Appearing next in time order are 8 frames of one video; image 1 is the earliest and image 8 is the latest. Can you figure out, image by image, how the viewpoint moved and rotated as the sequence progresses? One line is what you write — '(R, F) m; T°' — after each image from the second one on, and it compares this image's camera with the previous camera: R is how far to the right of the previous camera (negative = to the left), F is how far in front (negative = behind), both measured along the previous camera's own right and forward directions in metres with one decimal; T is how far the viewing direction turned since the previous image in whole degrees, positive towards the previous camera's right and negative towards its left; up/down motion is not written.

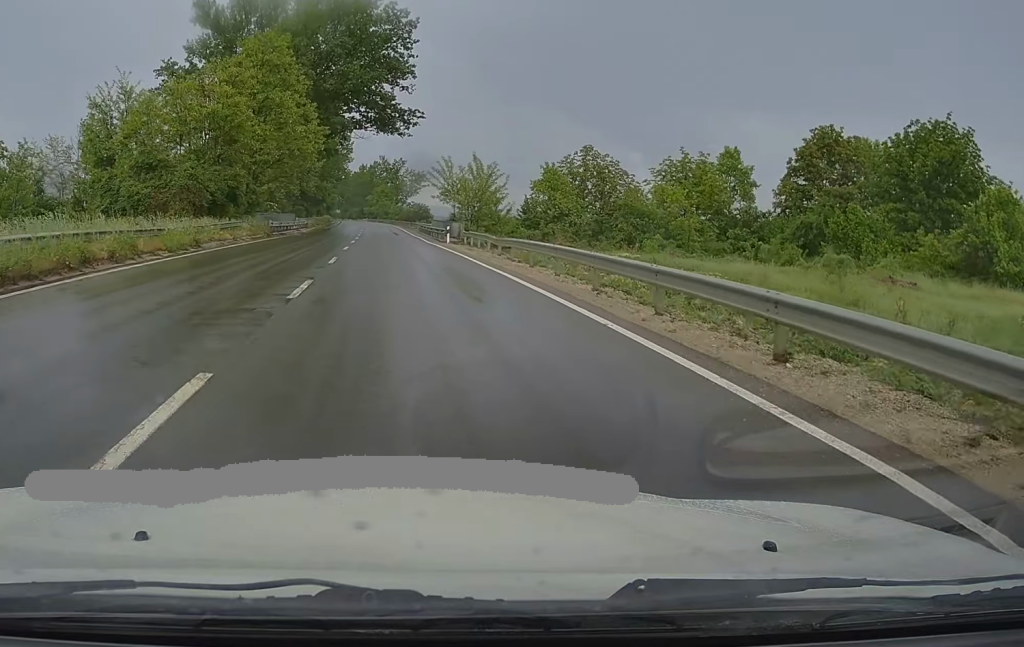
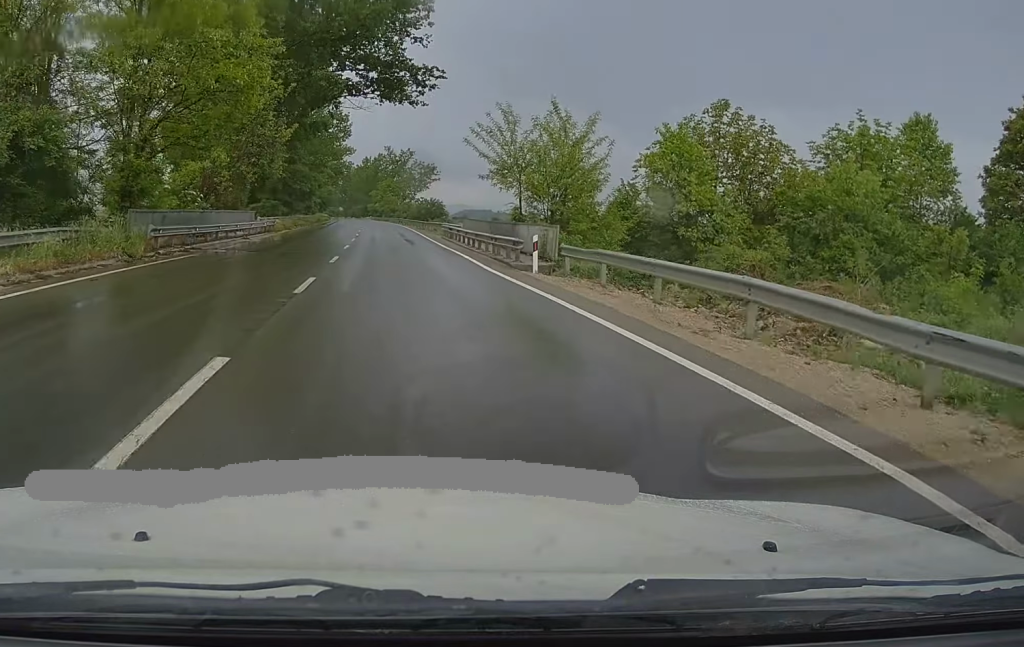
(-0.4, +25.7) m; -1°
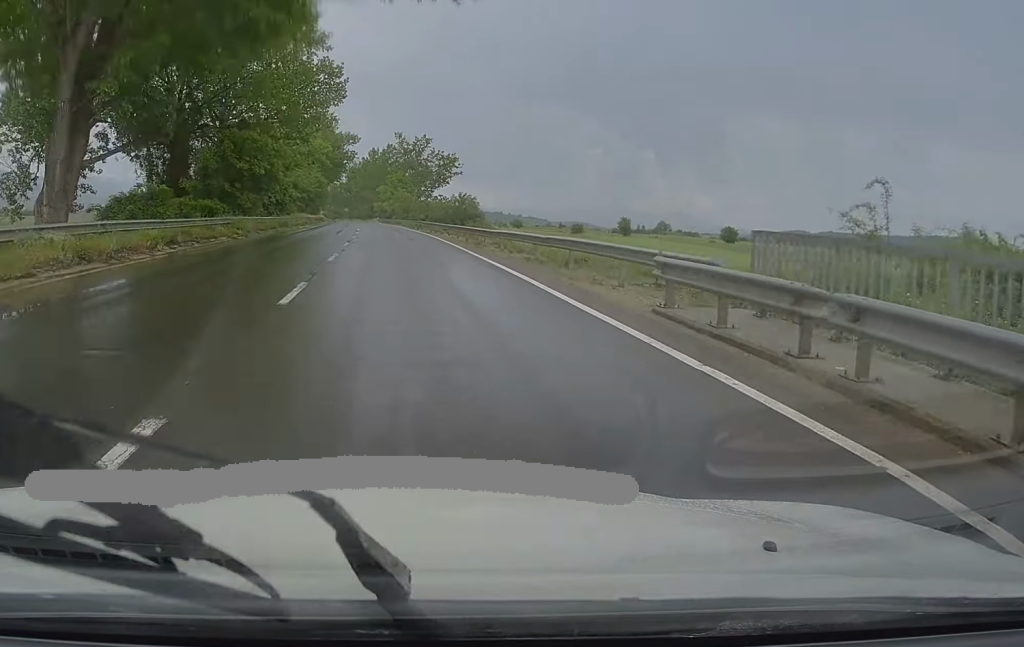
(-0.2, +37.6) m; 0°
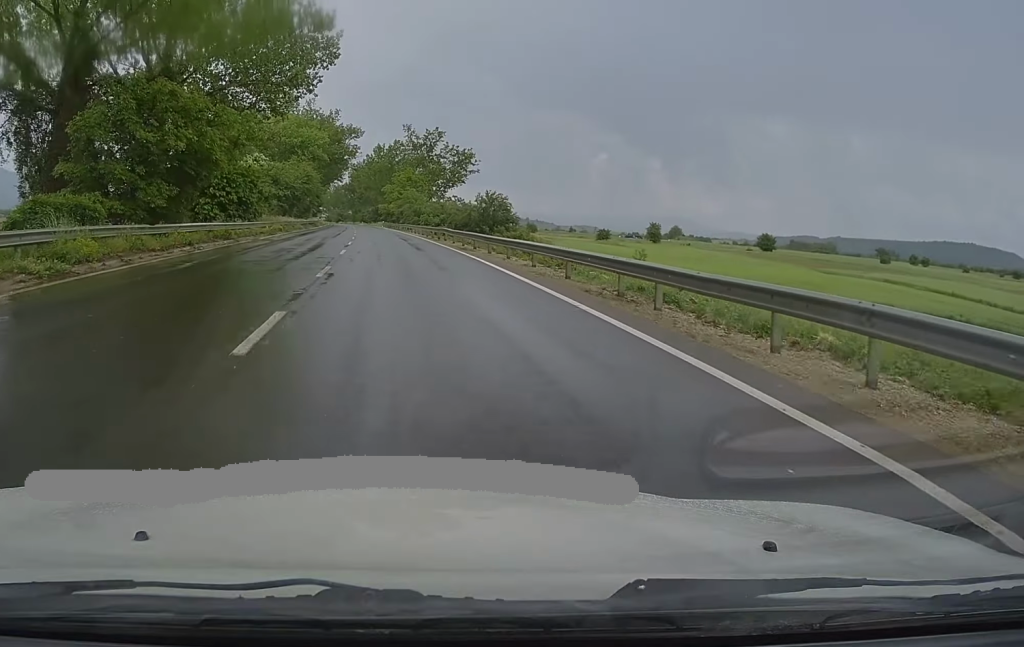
(0.0, +21.4) m; 0°
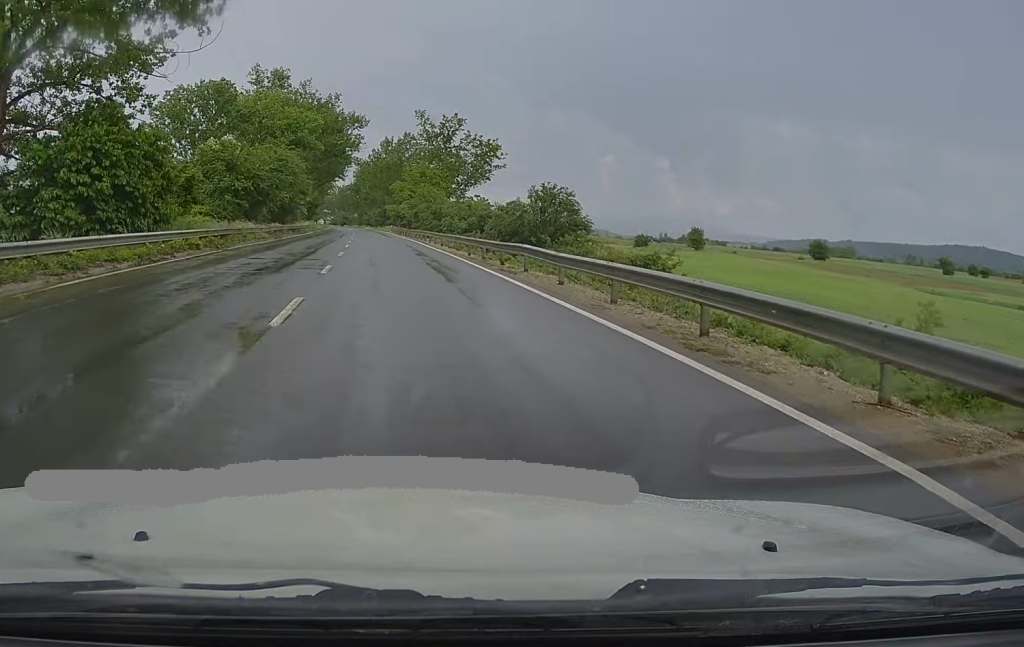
(-0.2, +24.9) m; -1°
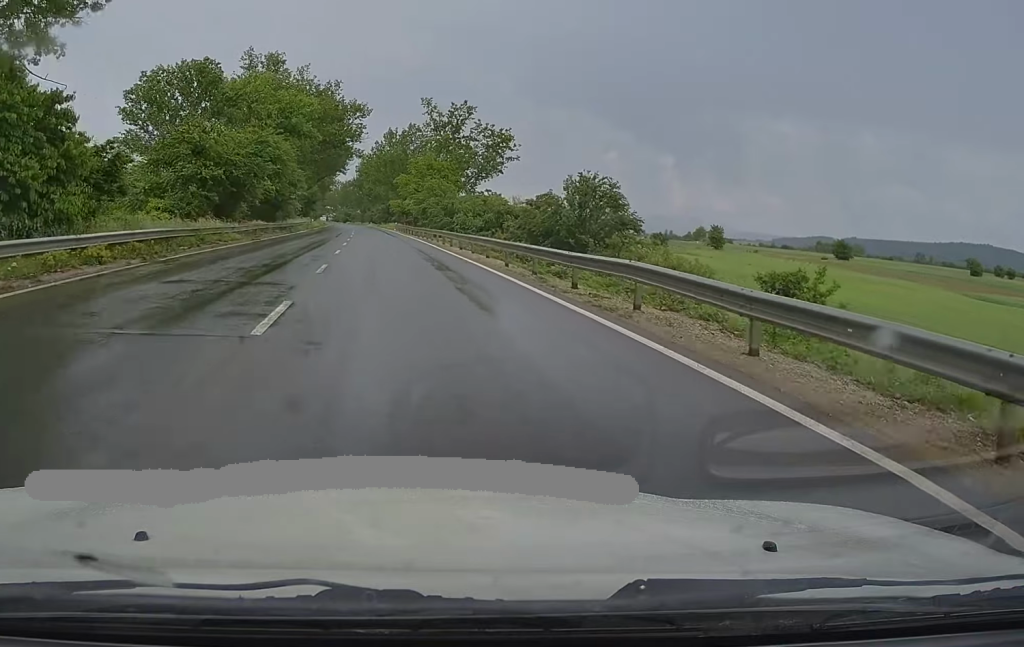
(-0.2, +9.7) m; 0°
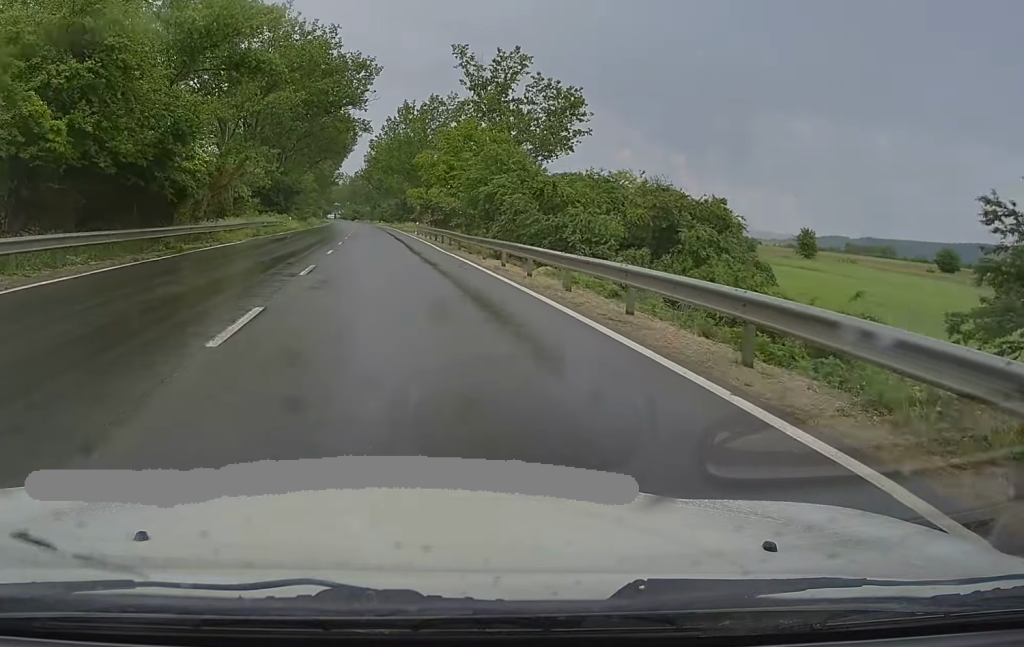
(+0.1, +36.5) m; 0°
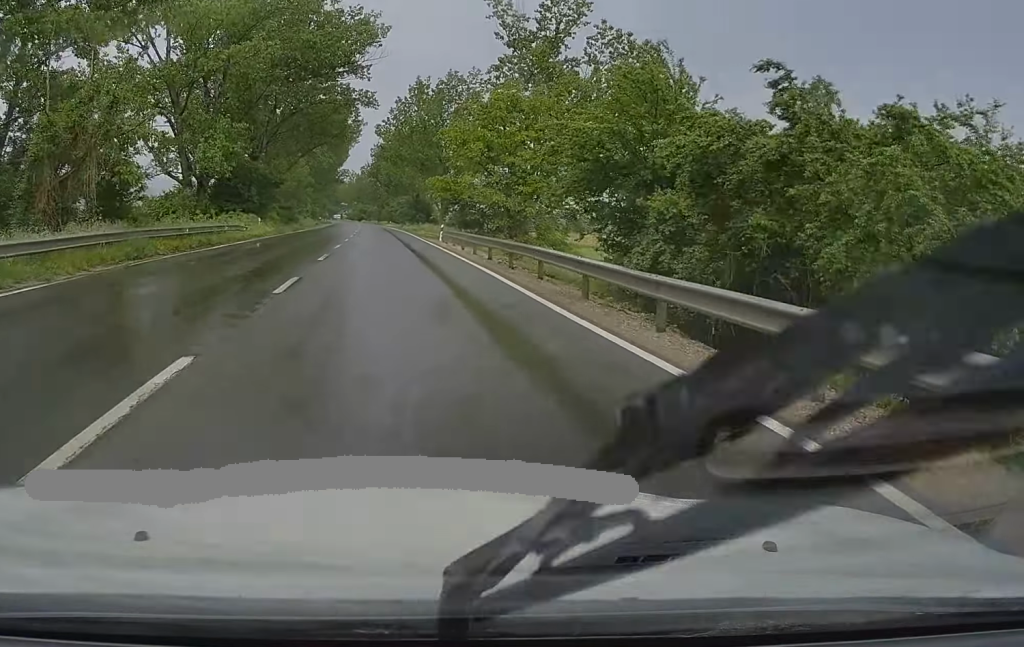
(-0.3, +21.4) m; -1°
